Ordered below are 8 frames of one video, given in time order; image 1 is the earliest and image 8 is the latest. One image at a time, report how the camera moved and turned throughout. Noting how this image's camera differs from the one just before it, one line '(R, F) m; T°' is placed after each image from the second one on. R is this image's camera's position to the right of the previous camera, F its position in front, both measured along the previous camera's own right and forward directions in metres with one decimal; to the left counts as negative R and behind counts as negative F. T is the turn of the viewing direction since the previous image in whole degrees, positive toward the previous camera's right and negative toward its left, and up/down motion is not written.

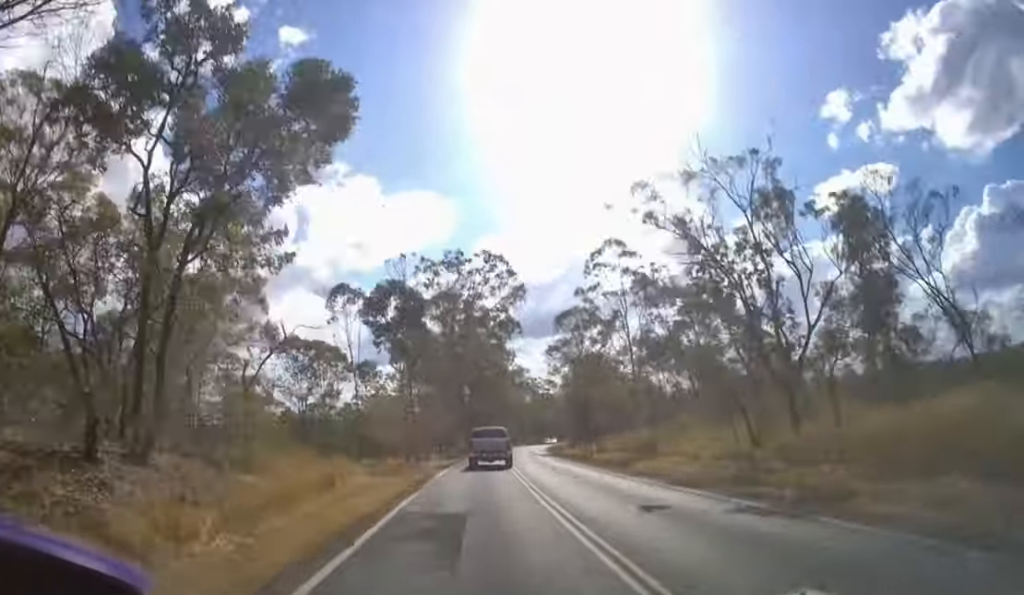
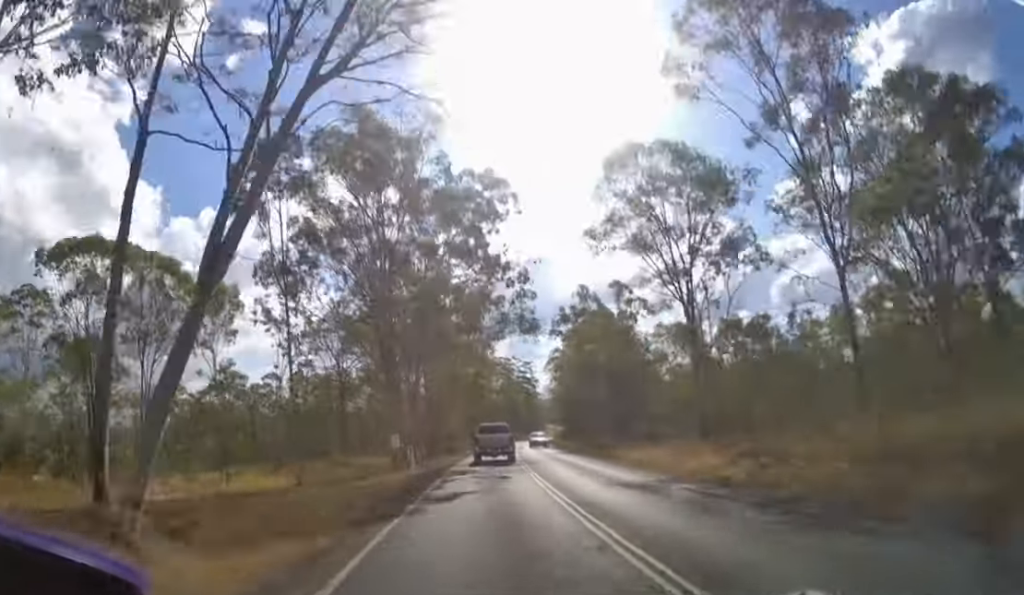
(+1.0, +30.9) m; +4°
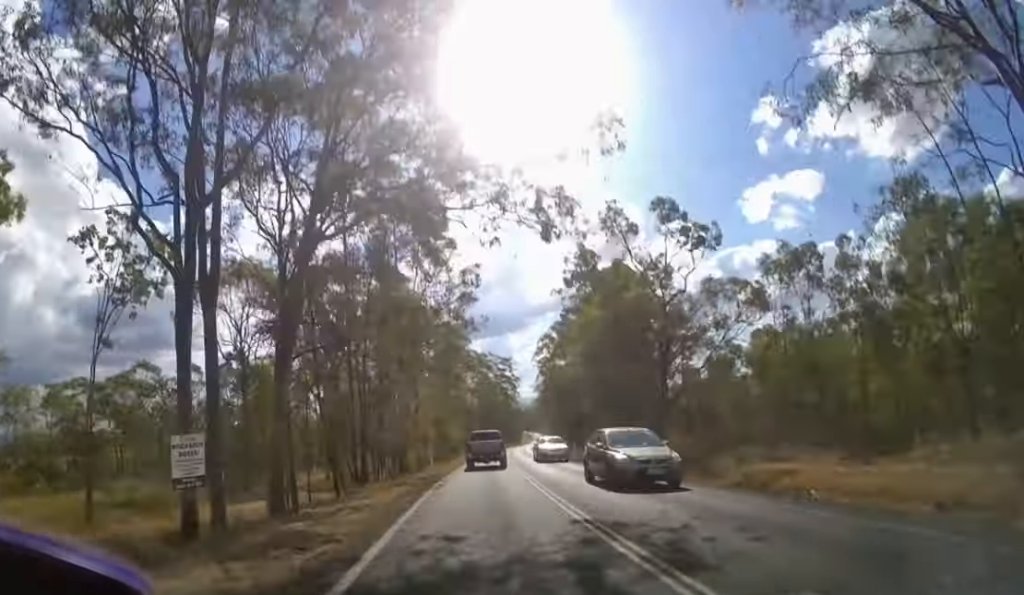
(+0.4, +18.1) m; +3°
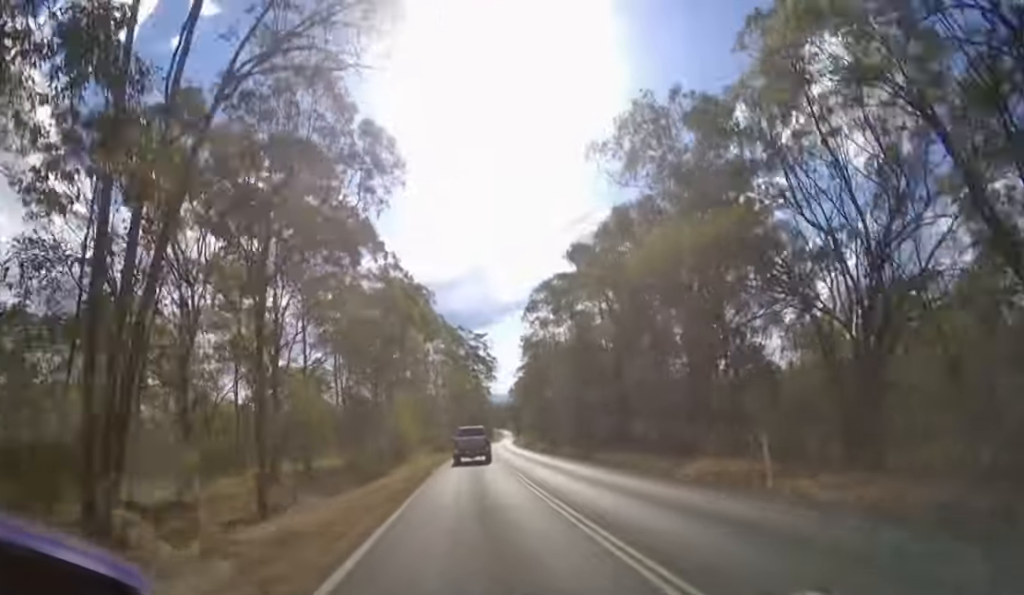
(+0.8, +25.8) m; +4°
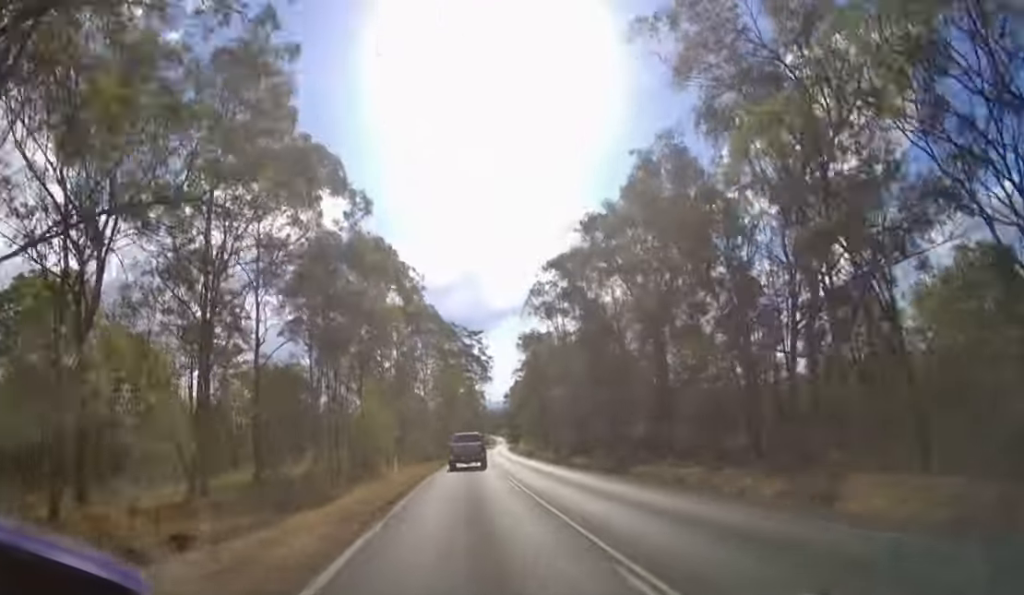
(+0.1, +9.4) m; +1°
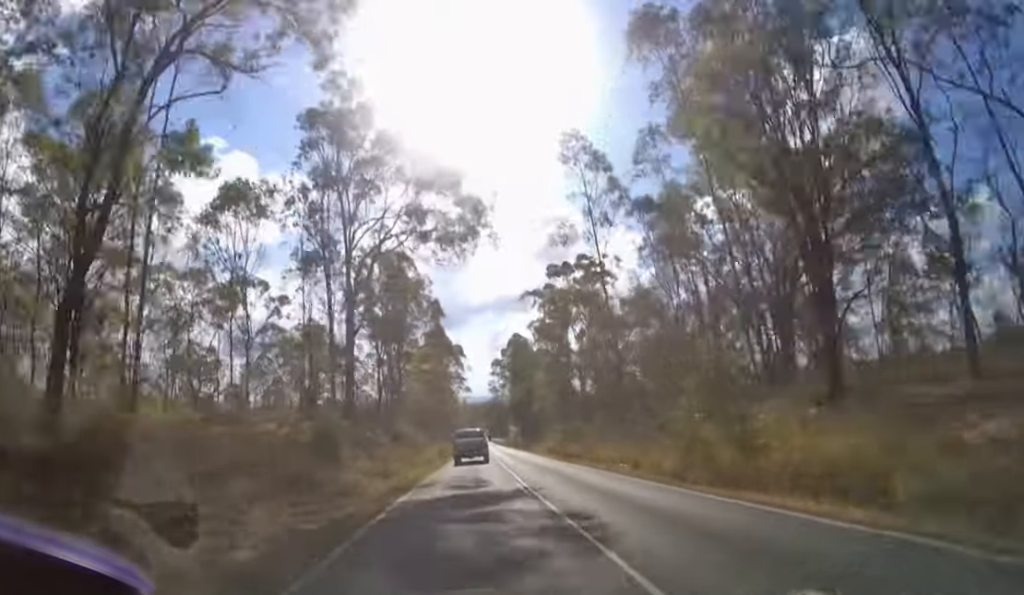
(+3.4, +70.5) m; +5°
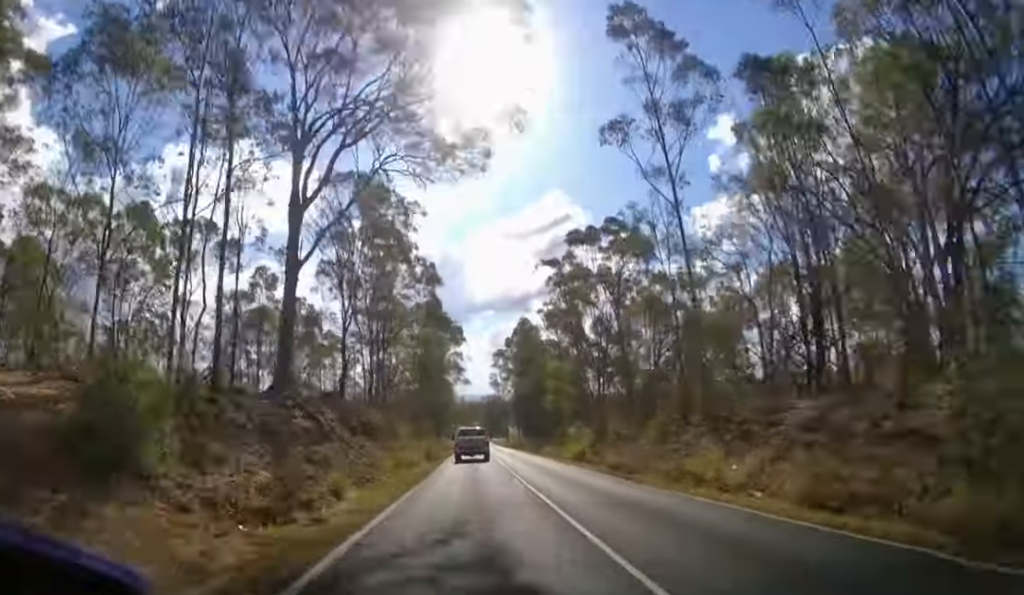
(+0.1, +11.7) m; 0°
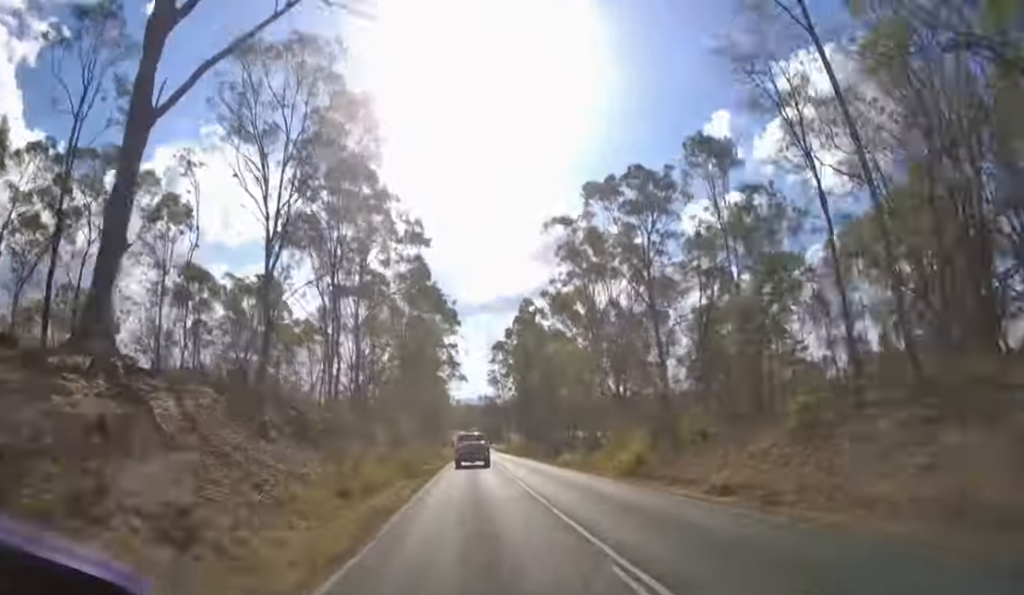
(0.0, +10.1) m; 0°
